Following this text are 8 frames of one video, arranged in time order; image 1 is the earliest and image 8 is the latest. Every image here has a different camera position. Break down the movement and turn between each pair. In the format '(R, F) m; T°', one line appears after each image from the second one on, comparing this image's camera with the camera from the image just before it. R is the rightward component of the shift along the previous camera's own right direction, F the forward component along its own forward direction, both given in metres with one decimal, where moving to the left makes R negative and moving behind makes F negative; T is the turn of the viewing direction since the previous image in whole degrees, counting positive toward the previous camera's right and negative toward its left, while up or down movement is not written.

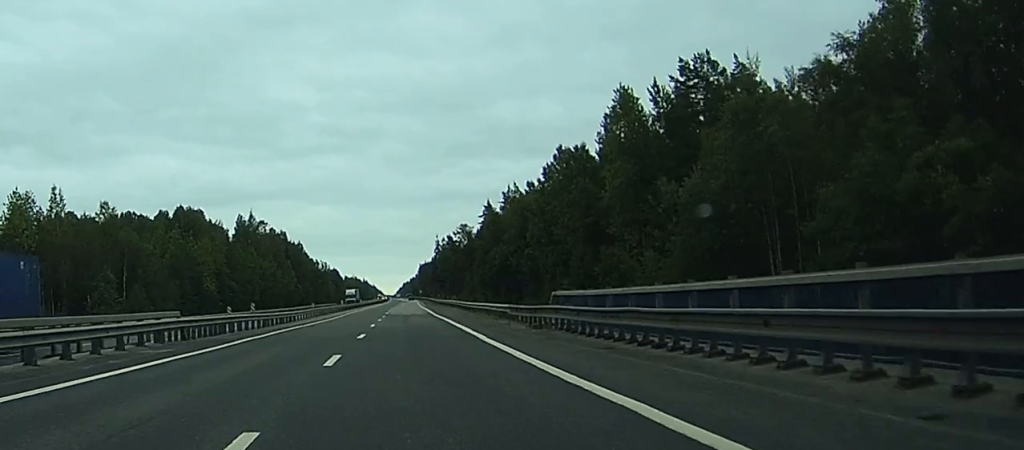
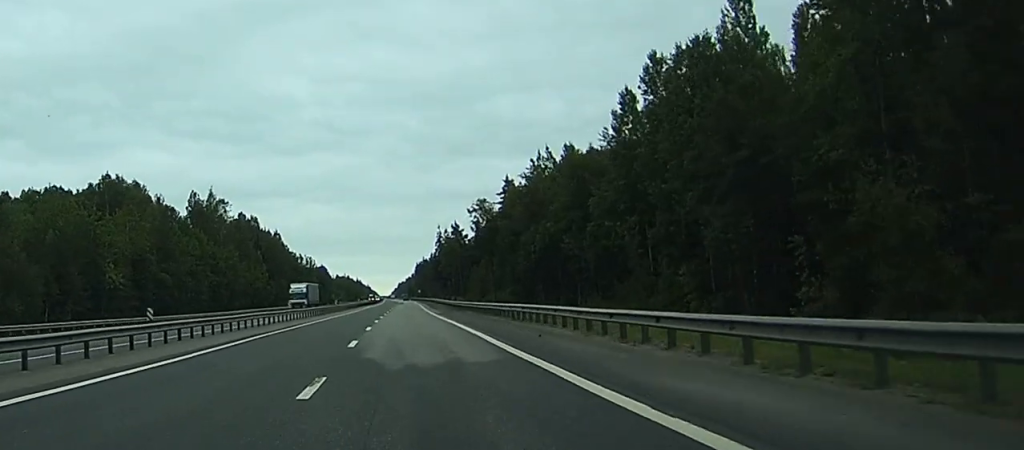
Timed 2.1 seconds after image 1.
(+0.2, +52.3) m; +1°
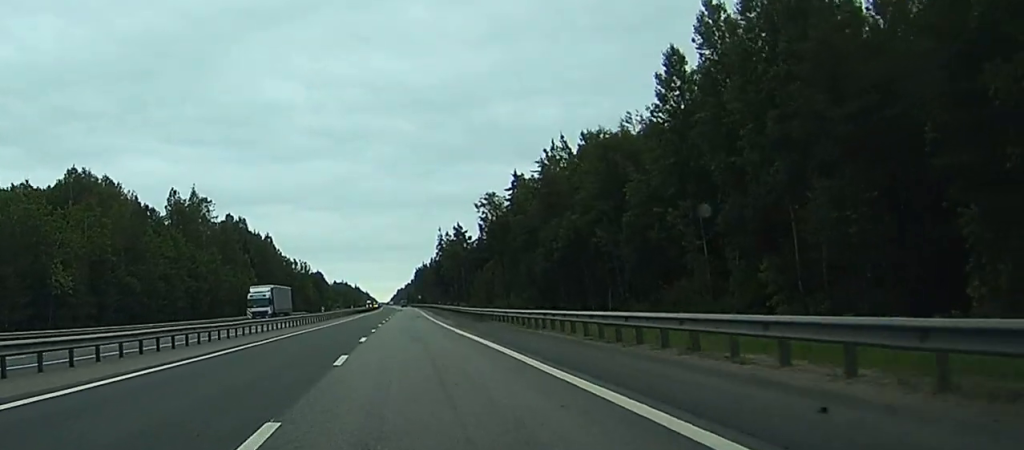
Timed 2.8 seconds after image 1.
(+0.2, +16.7) m; 0°
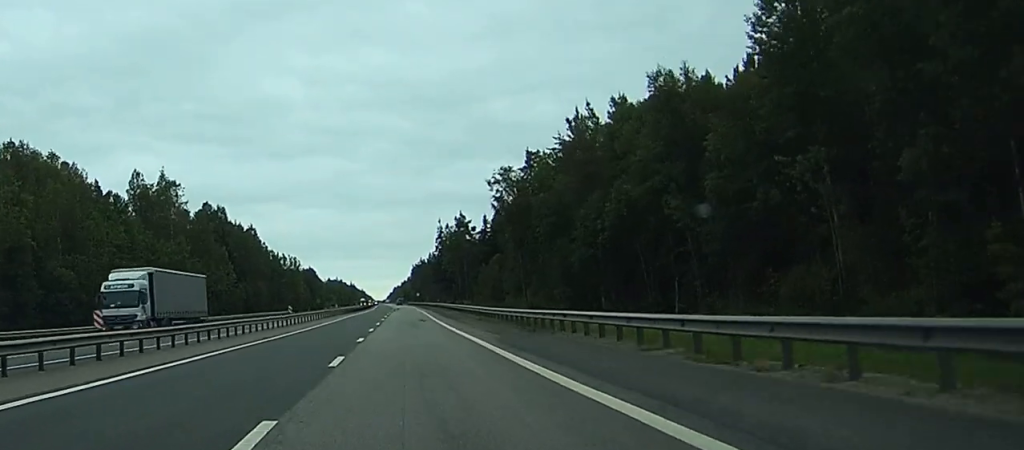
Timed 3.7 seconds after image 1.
(-0.1, +23.4) m; 0°
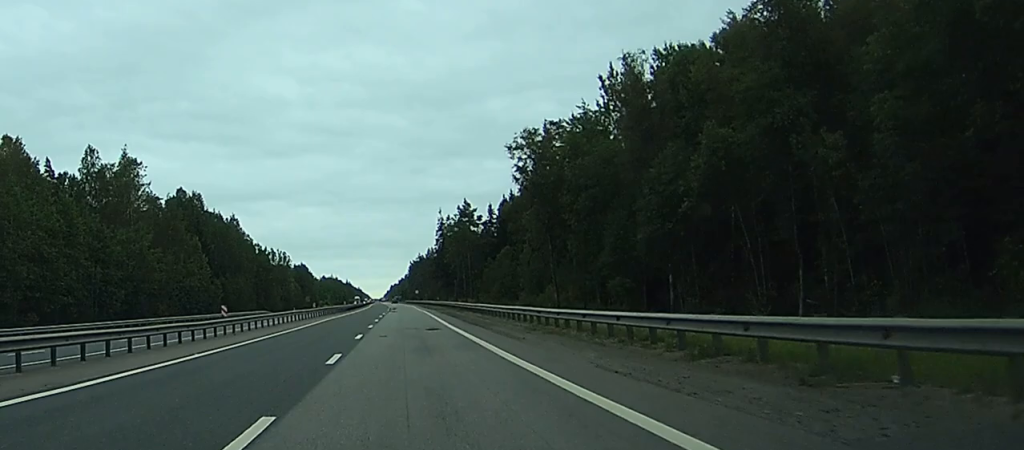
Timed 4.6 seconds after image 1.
(0.0, +22.6) m; +1°
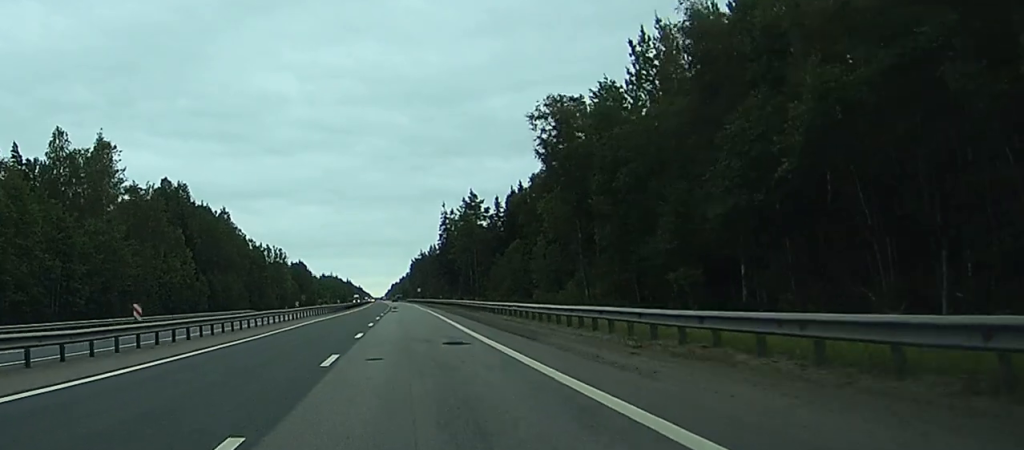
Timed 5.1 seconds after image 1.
(+0.2, +13.5) m; 0°
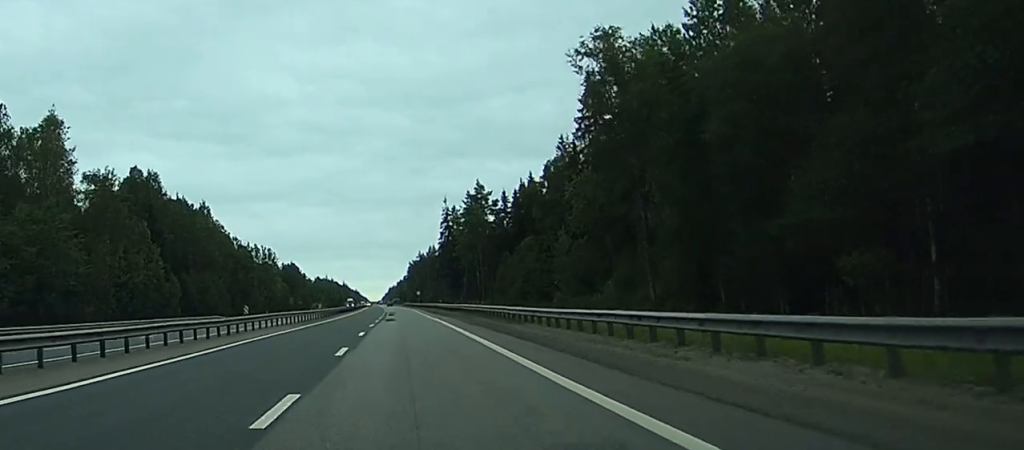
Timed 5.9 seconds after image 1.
(+0.2, +19.4) m; -1°
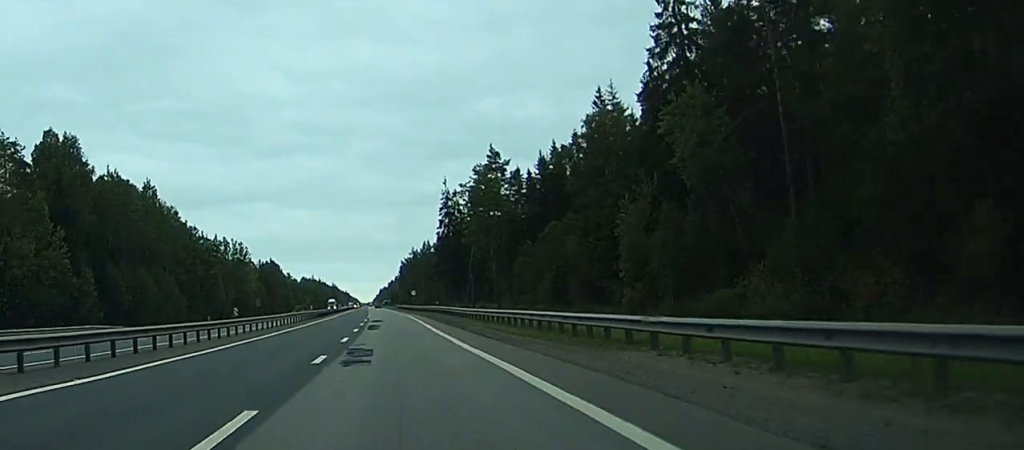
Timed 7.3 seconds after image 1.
(-0.5, +36.7) m; 0°
